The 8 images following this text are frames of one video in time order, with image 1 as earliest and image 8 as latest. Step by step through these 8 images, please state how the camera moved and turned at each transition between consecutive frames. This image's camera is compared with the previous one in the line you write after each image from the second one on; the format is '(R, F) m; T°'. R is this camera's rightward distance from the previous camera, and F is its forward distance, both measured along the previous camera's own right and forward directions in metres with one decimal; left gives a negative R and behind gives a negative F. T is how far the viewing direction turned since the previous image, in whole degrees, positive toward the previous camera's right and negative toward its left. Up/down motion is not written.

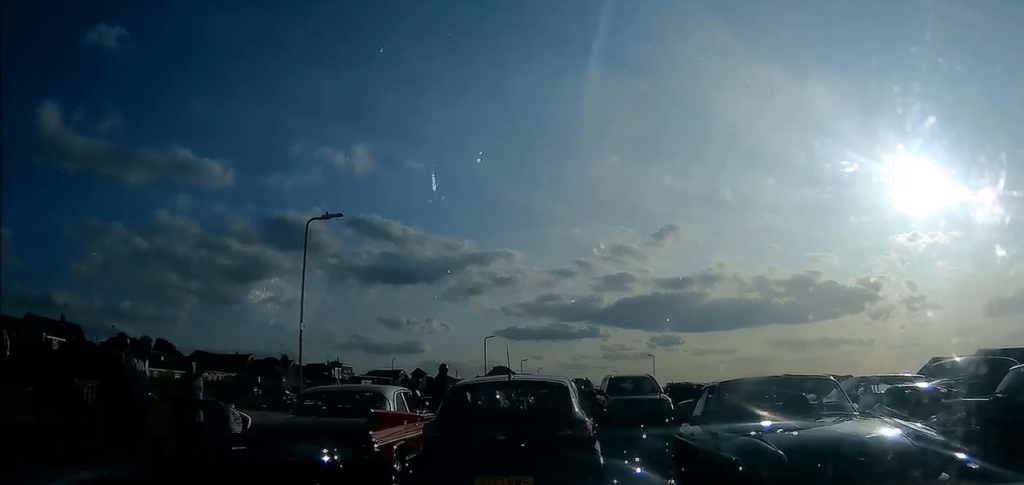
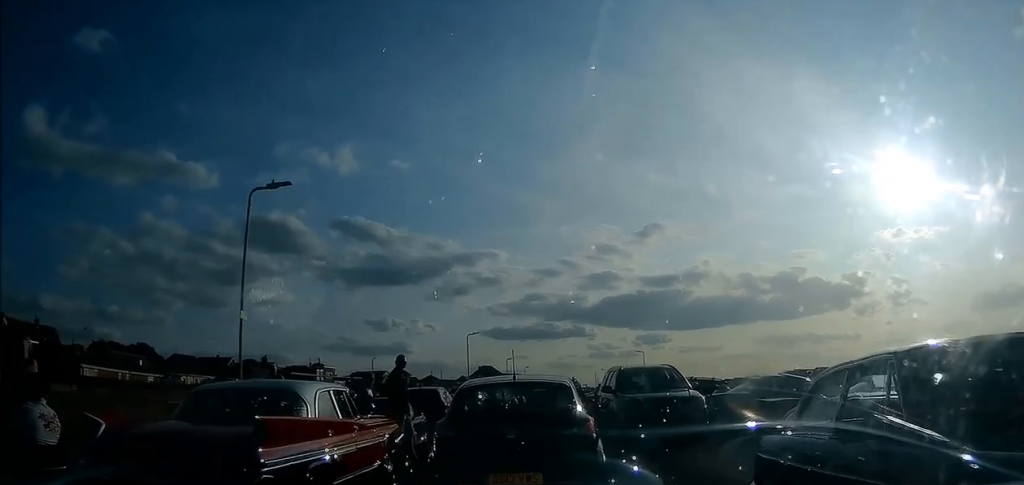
(0.0, +3.3) m; 0°
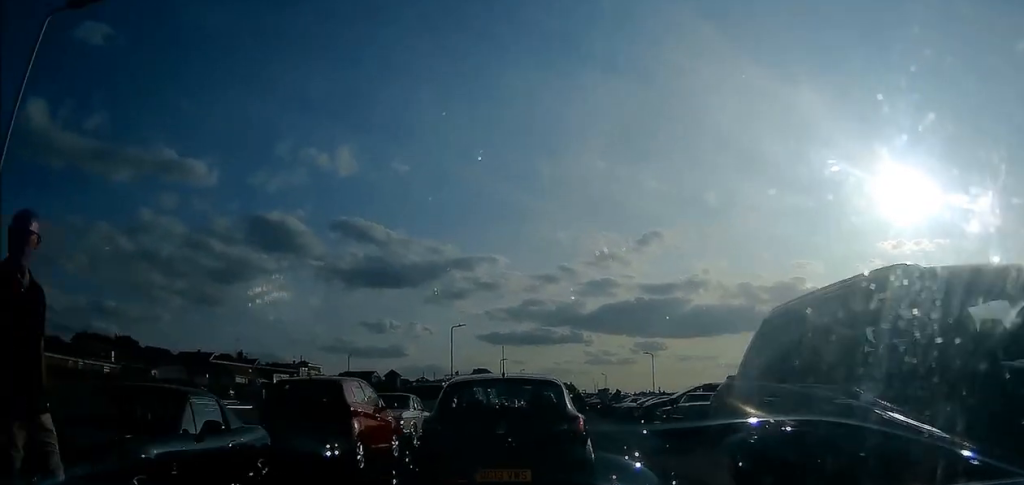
(0.0, +8.4) m; +1°
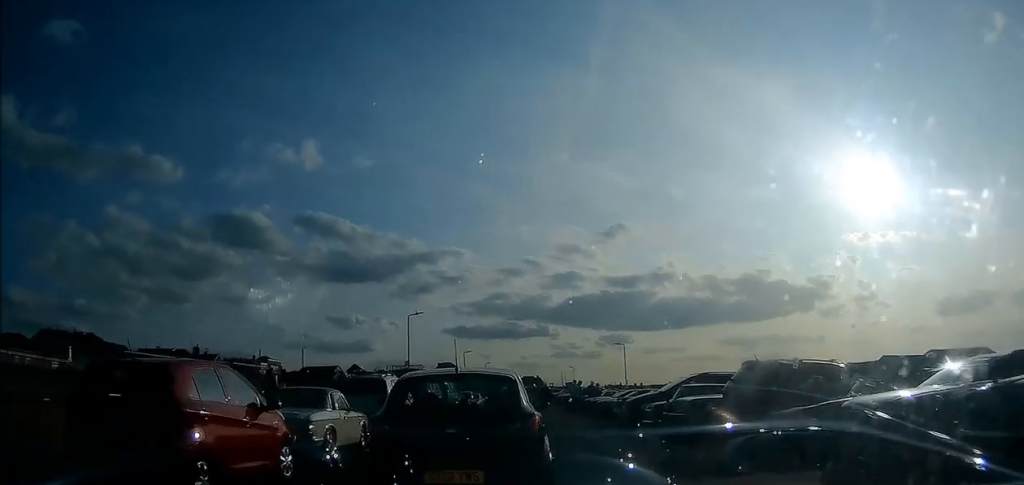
(0.0, +3.8) m; 0°
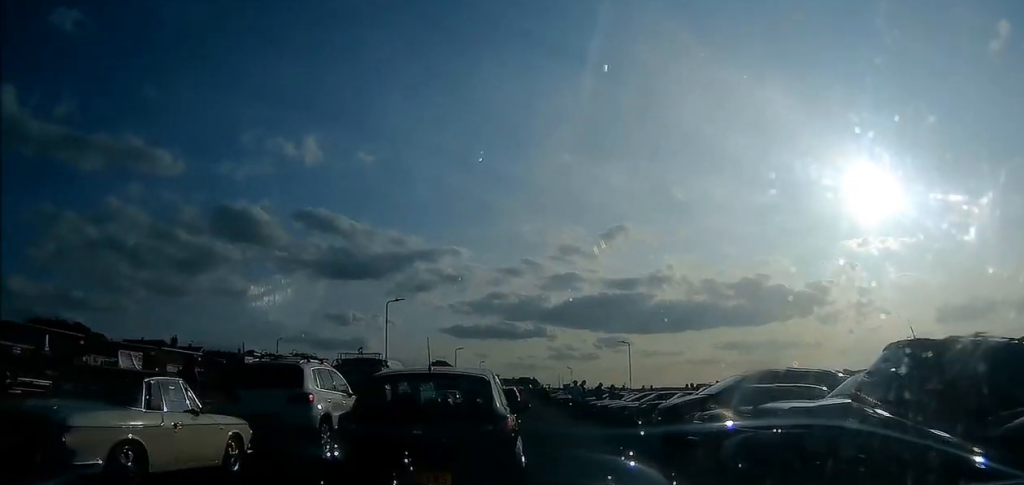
(0.0, +5.9) m; 0°
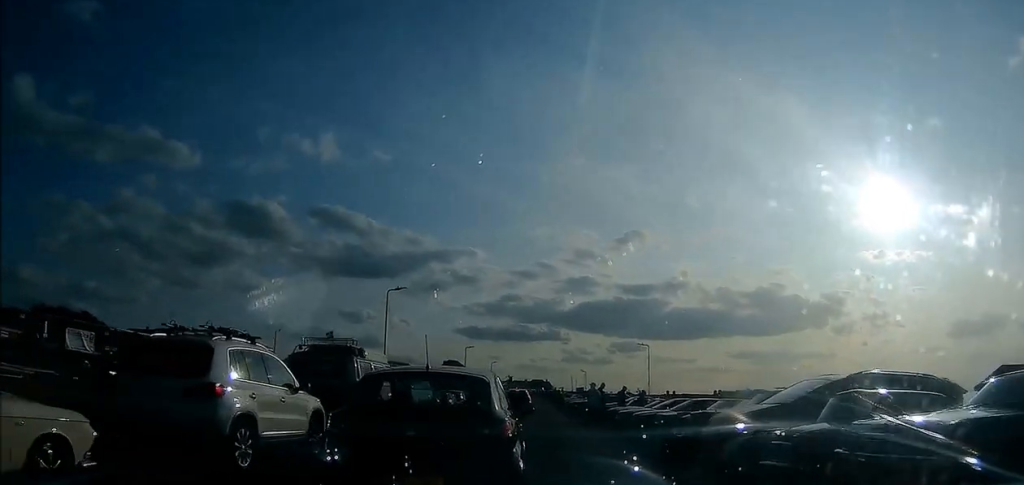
(0.0, +3.5) m; 0°
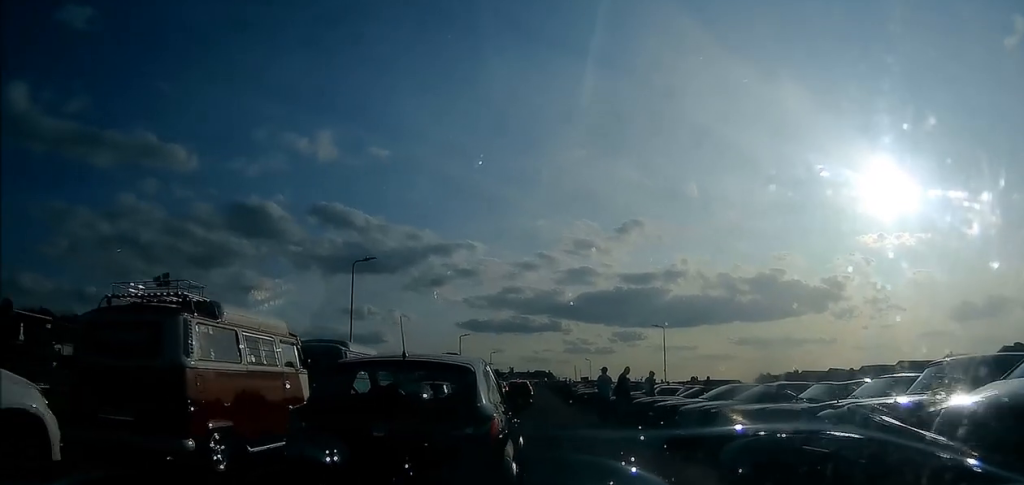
(0.0, +6.2) m; 0°
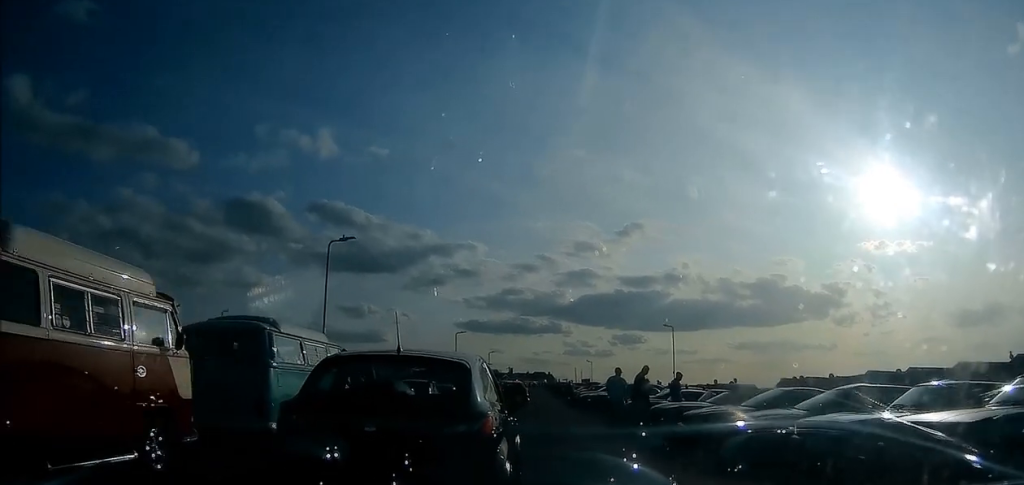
(0.0, +3.4) m; 0°
